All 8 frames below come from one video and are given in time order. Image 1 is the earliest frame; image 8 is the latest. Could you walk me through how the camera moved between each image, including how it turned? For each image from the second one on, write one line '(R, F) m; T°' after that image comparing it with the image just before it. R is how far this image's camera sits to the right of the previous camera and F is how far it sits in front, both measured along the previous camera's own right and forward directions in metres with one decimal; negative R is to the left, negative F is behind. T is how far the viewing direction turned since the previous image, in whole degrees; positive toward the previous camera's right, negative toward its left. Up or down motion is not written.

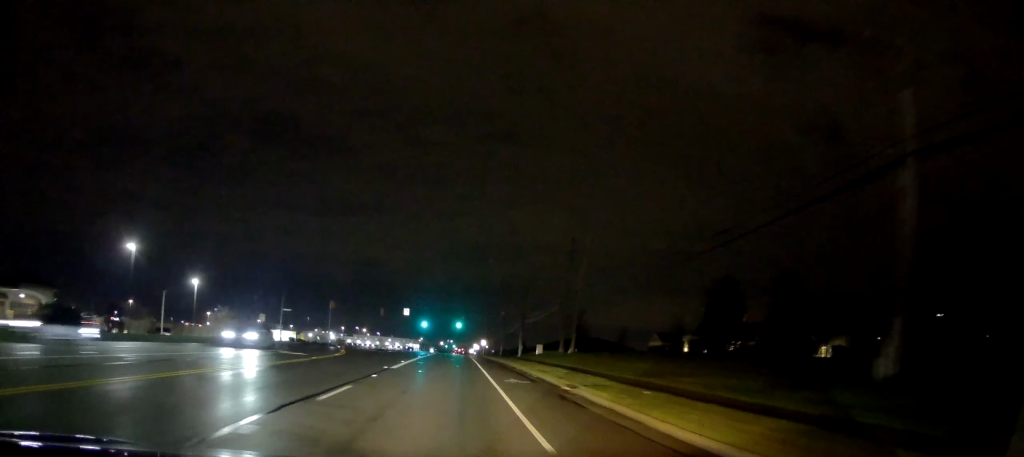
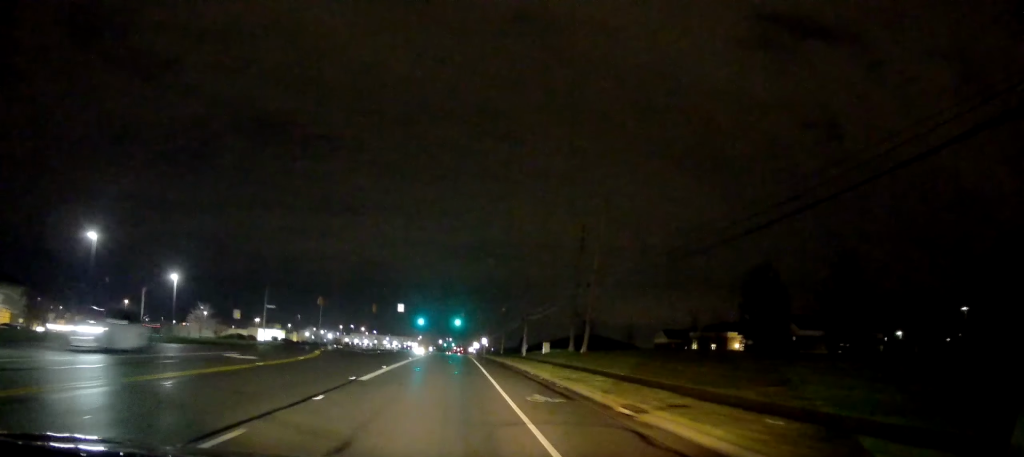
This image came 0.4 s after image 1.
(0.0, +6.6) m; 0°
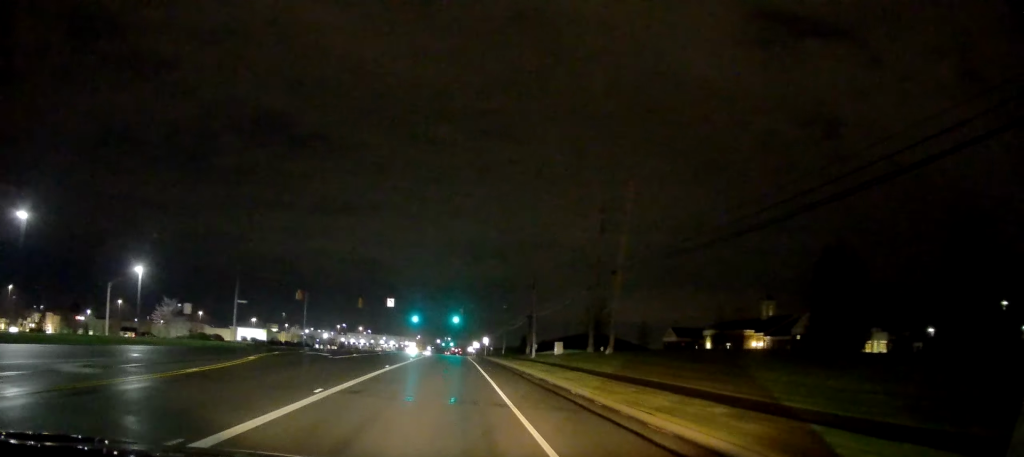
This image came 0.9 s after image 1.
(-0.1, +9.7) m; 0°
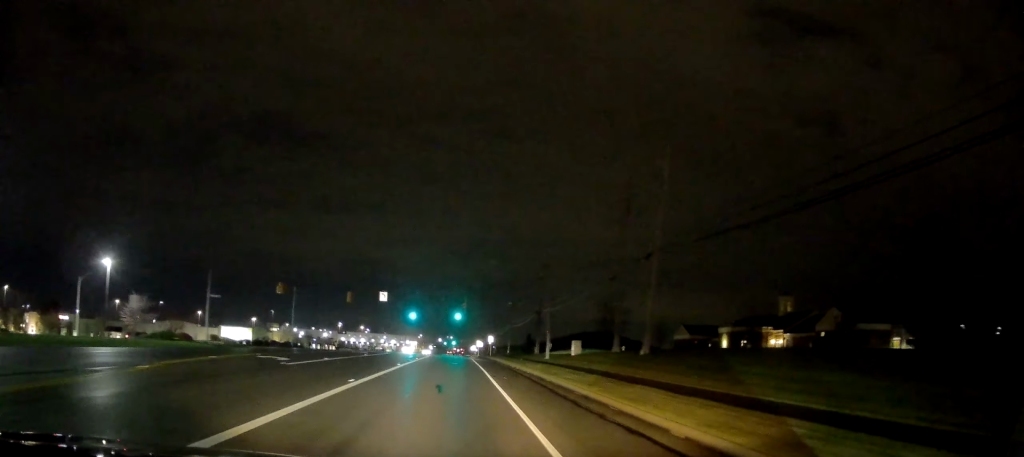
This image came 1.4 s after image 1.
(0.0, +8.0) m; 0°
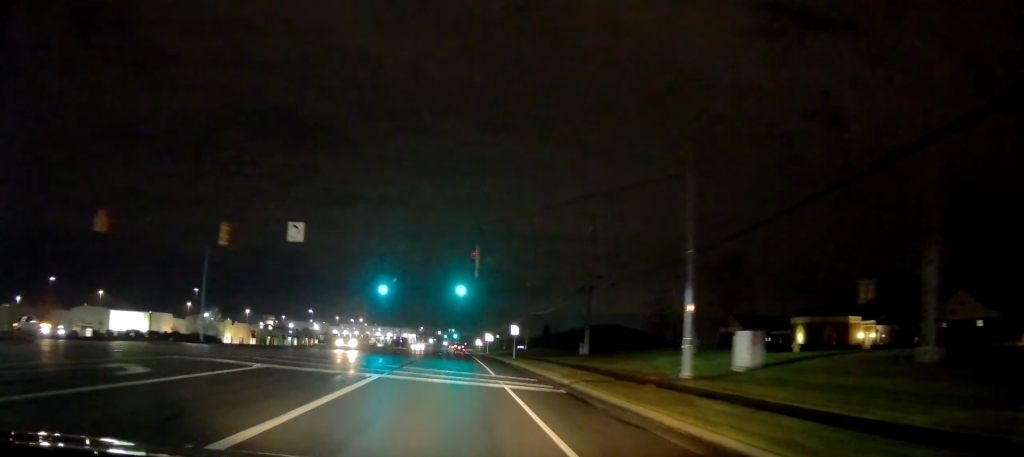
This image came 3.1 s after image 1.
(+0.1, +36.2) m; 0°
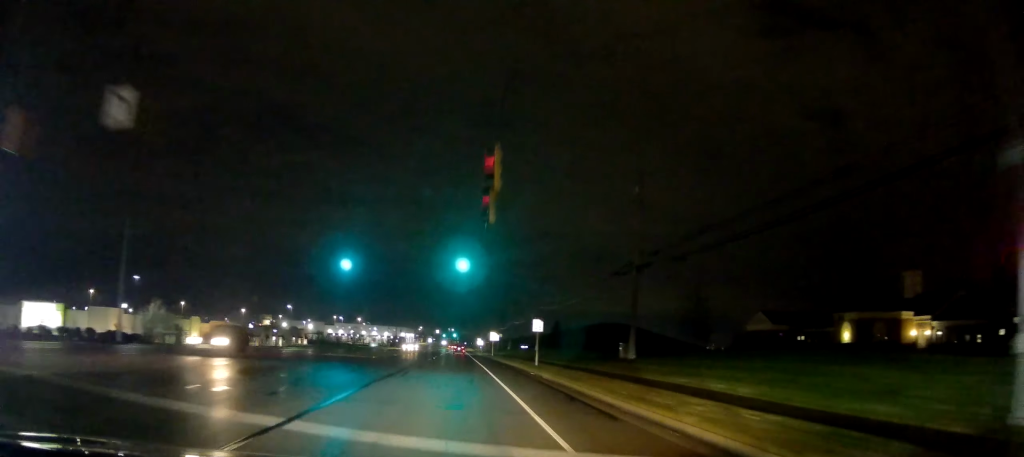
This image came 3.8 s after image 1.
(0.0, +15.9) m; 0°
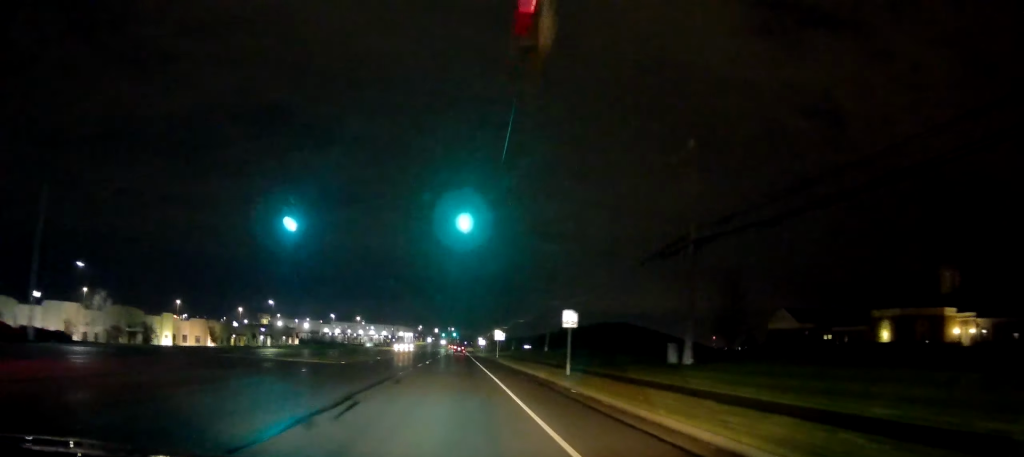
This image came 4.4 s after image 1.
(0.0, +10.5) m; 0°
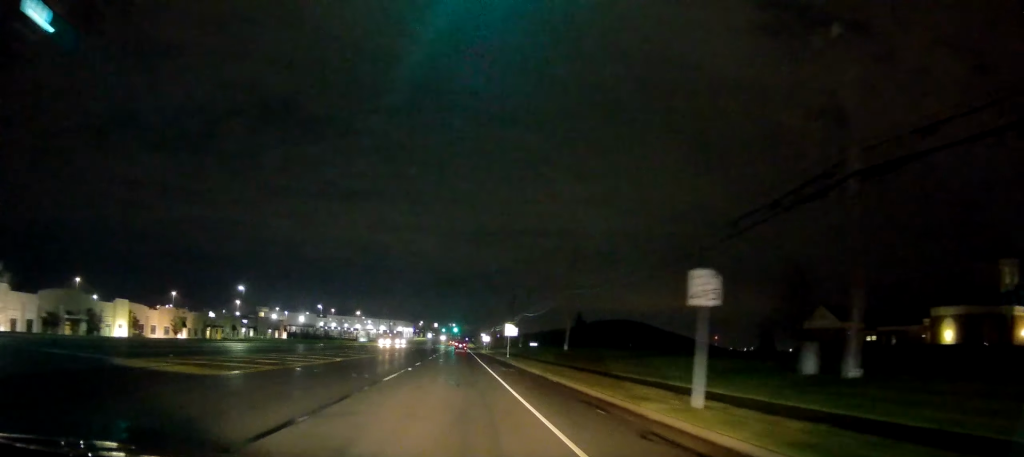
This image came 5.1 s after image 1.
(+0.1, +14.7) m; 0°
